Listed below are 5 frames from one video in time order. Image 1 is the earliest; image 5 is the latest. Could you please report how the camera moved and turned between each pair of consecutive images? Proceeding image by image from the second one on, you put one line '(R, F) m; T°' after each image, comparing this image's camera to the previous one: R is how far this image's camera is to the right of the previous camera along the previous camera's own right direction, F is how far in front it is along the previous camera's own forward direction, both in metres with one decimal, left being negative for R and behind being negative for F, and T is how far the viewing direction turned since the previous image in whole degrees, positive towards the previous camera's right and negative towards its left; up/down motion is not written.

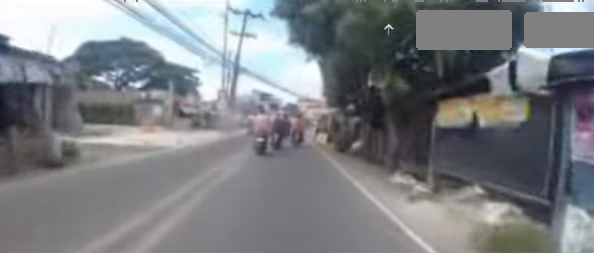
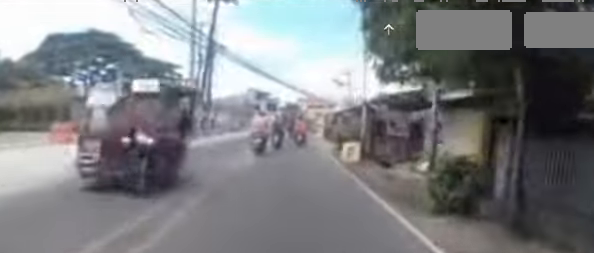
(-0.7, +9.4) m; -5°
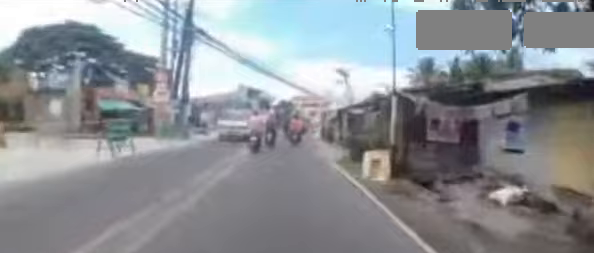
(0.0, +3.5) m; +1°
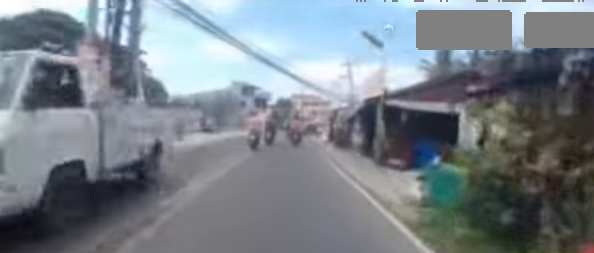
(+0.1, +6.3) m; +1°
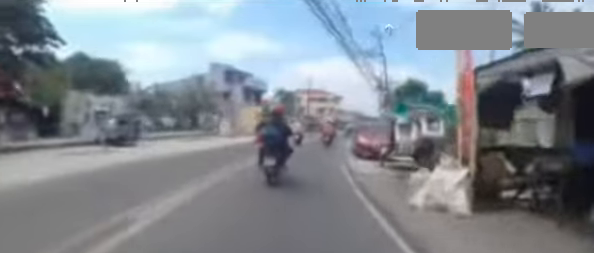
(+0.1, +19.0) m; 0°
